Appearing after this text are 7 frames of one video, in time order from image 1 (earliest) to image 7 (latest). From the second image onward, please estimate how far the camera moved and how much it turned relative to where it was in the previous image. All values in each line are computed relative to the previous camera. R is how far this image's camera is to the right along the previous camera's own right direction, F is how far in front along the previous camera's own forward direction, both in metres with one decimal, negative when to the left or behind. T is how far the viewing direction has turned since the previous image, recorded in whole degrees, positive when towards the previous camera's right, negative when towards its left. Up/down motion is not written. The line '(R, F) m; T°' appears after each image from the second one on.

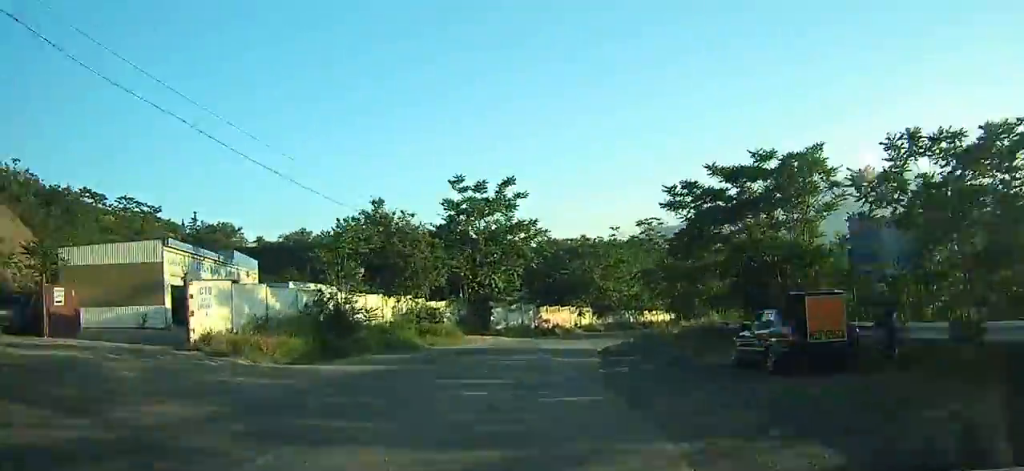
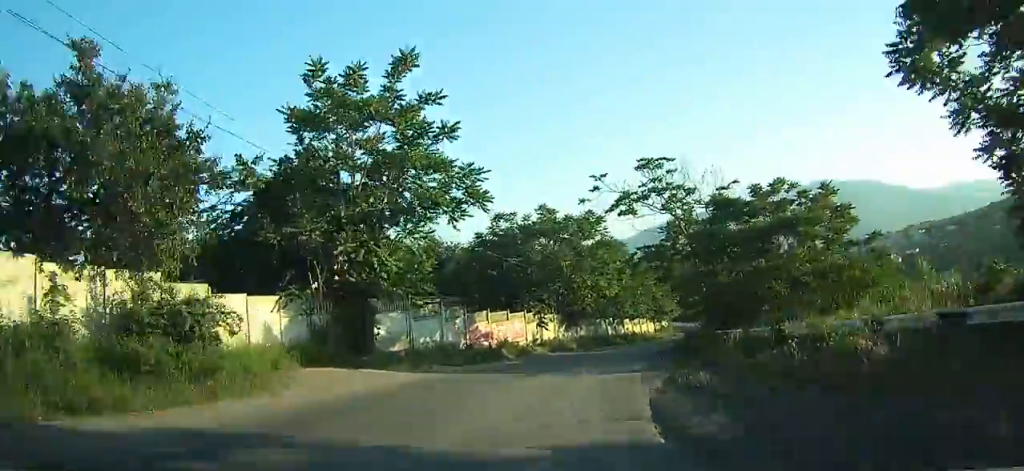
(+0.6, +24.0) m; +6°
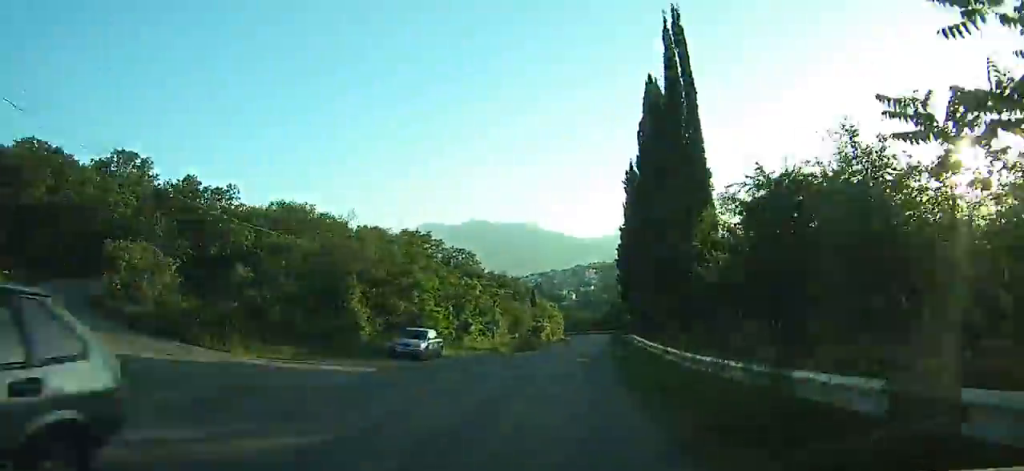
(+17.0, +72.4) m; +26°
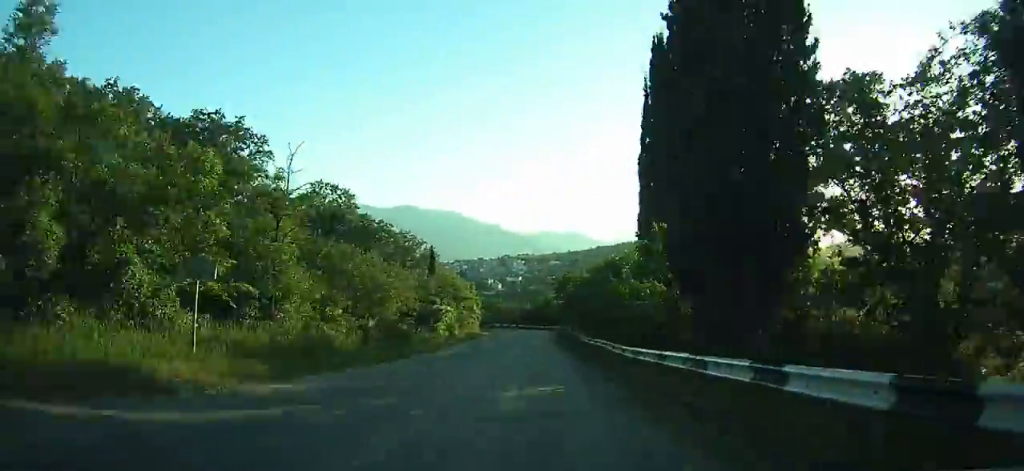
(+3.5, +34.5) m; +7°
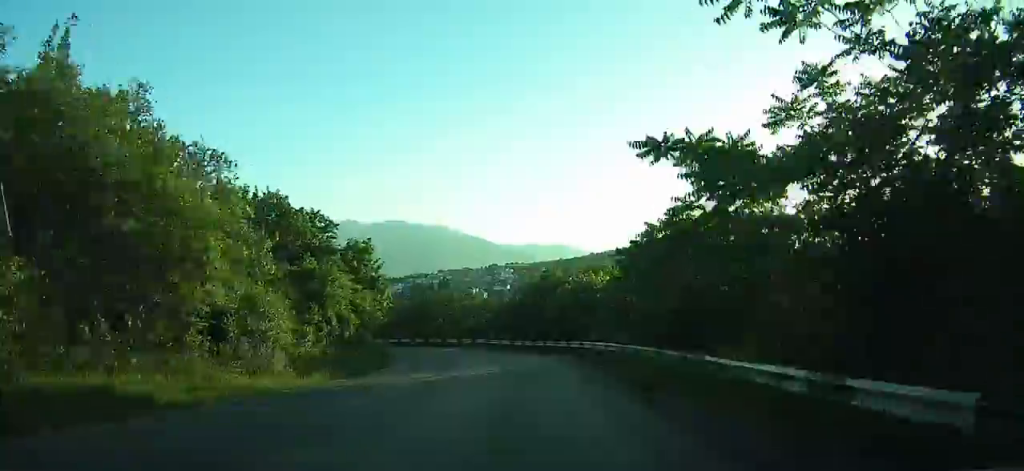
(+0.5, +54.5) m; -4°
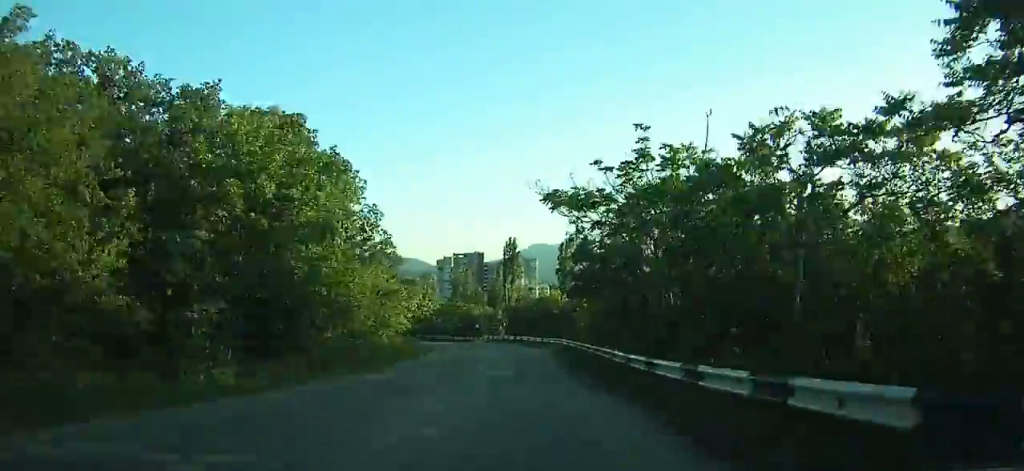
(-16.6, +72.7) m; -29°
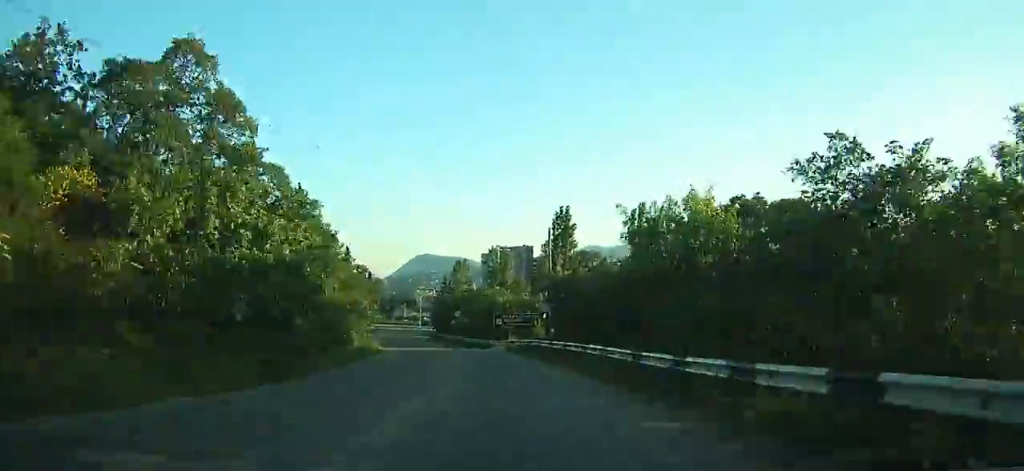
(-3.0, +35.7) m; -7°
